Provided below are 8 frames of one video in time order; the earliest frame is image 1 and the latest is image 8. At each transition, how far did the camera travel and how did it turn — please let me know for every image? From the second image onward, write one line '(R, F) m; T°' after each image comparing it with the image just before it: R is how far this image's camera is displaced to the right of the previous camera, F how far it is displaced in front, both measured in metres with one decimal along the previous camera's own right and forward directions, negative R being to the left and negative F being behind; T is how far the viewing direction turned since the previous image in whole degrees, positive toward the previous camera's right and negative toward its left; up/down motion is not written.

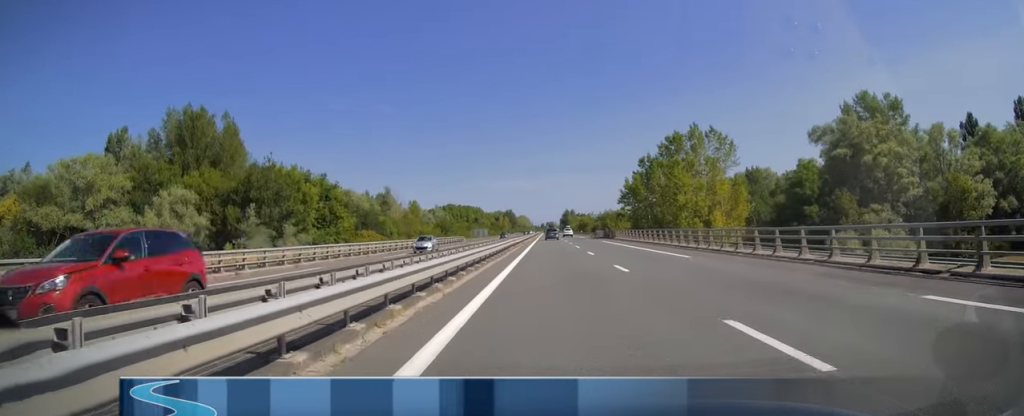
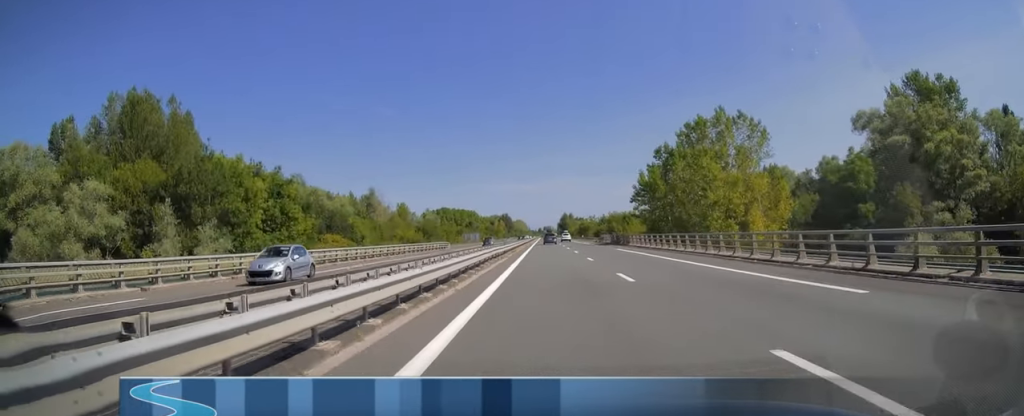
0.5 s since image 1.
(0.0, +15.0) m; 0°
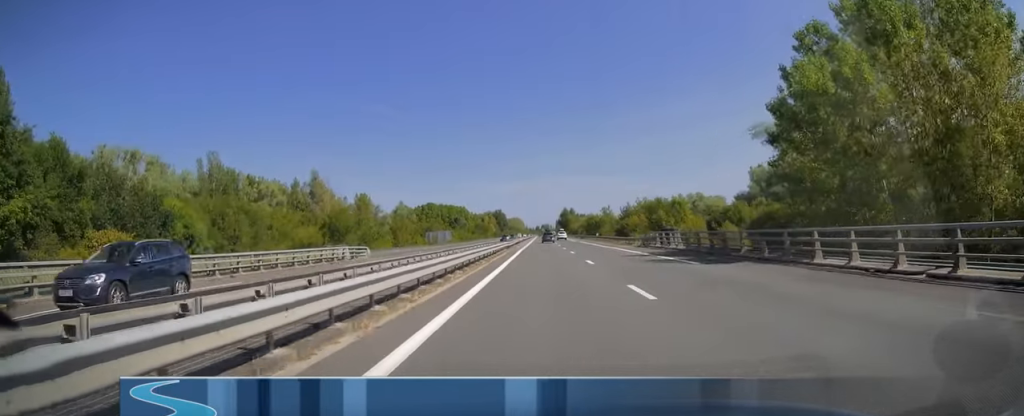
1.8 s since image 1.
(0.0, +44.7) m; +1°
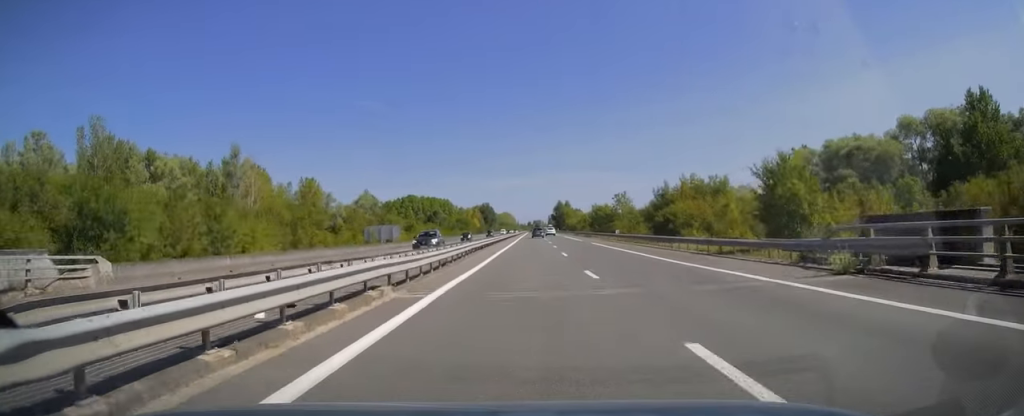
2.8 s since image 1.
(+0.3, +34.6) m; +1°
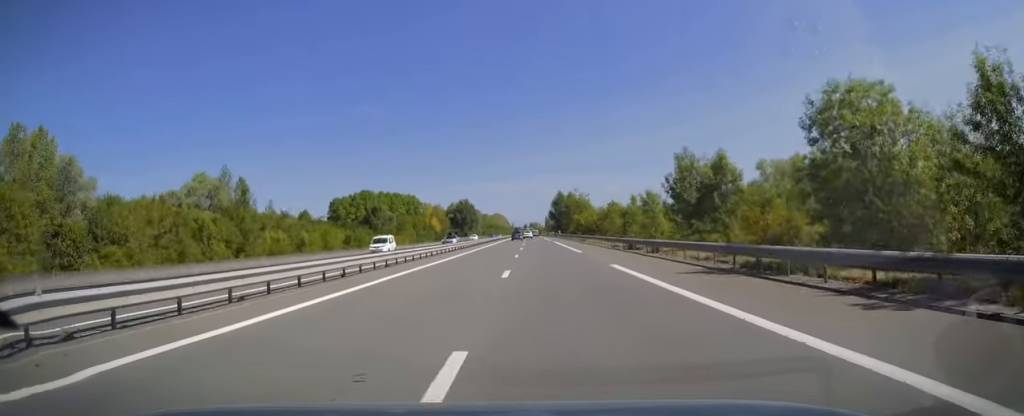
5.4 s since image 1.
(+1.1, +84.1) m; +1°
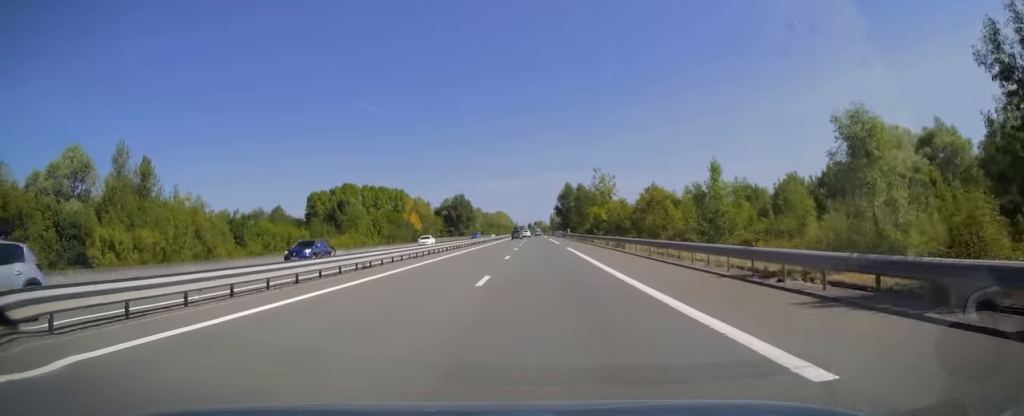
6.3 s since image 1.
(-0.1, +31.6) m; 0°
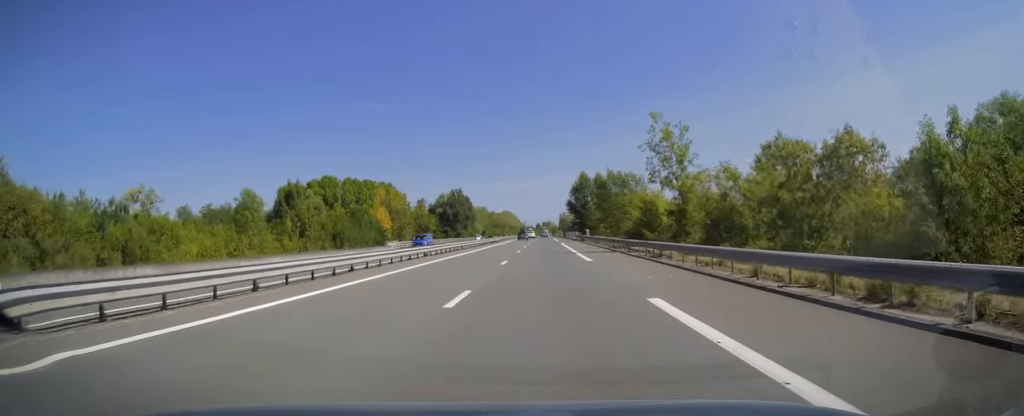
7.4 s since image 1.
(-0.2, +32.9) m; -1°
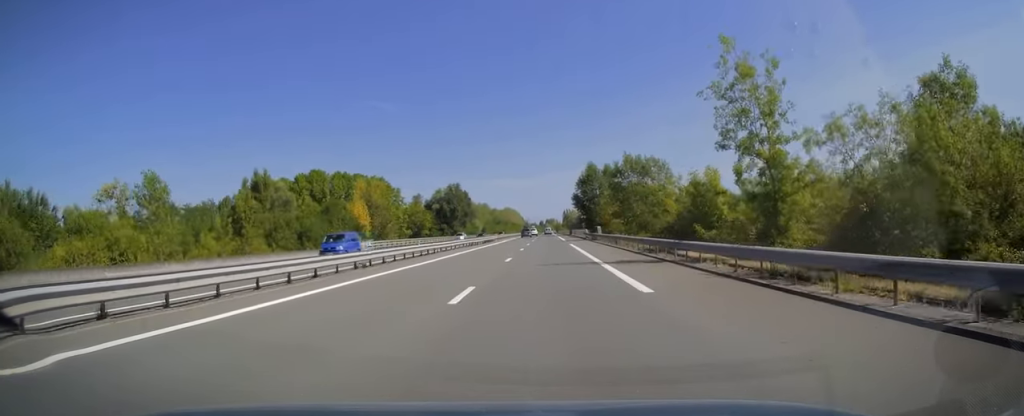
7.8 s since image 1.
(0.0, +14.2) m; 0°
